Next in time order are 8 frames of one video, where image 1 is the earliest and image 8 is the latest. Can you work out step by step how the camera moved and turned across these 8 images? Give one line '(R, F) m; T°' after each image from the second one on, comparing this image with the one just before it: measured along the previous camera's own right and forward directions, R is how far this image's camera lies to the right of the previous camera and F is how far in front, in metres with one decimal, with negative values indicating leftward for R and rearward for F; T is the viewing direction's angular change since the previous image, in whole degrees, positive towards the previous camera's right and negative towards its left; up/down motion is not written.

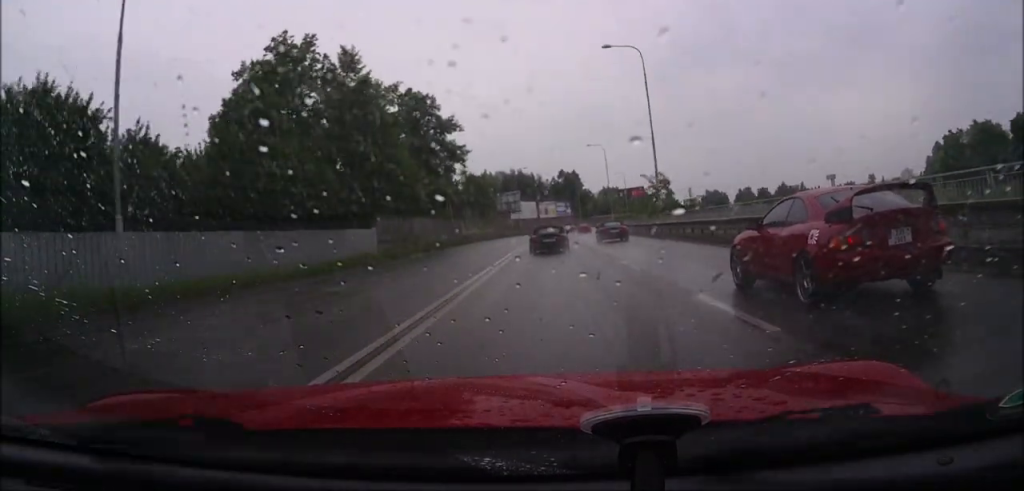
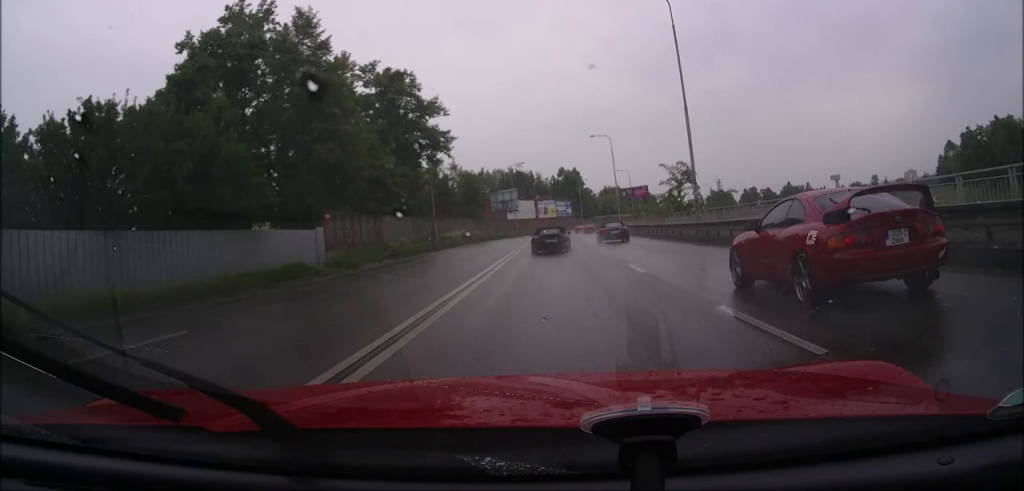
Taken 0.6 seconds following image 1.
(-0.3, +10.1) m; 0°
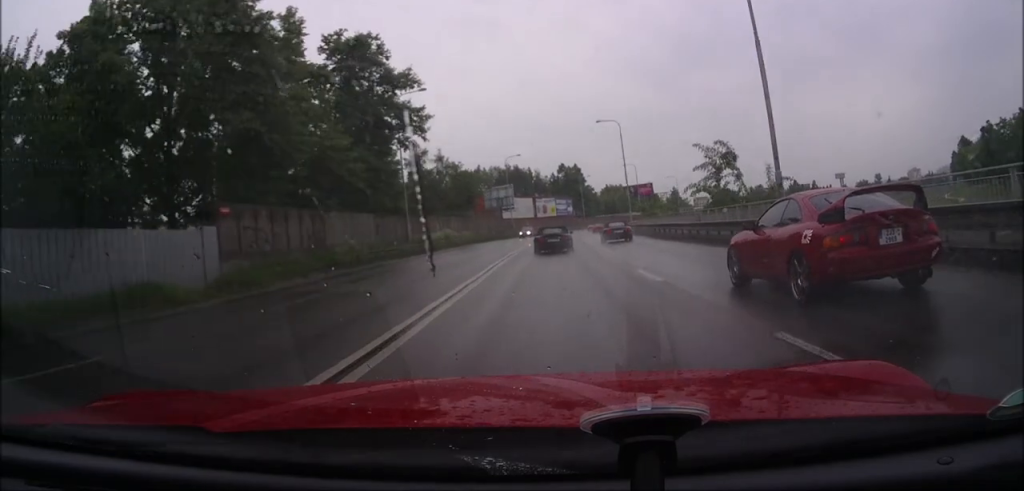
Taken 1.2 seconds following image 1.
(+0.2, +11.2) m; +1°
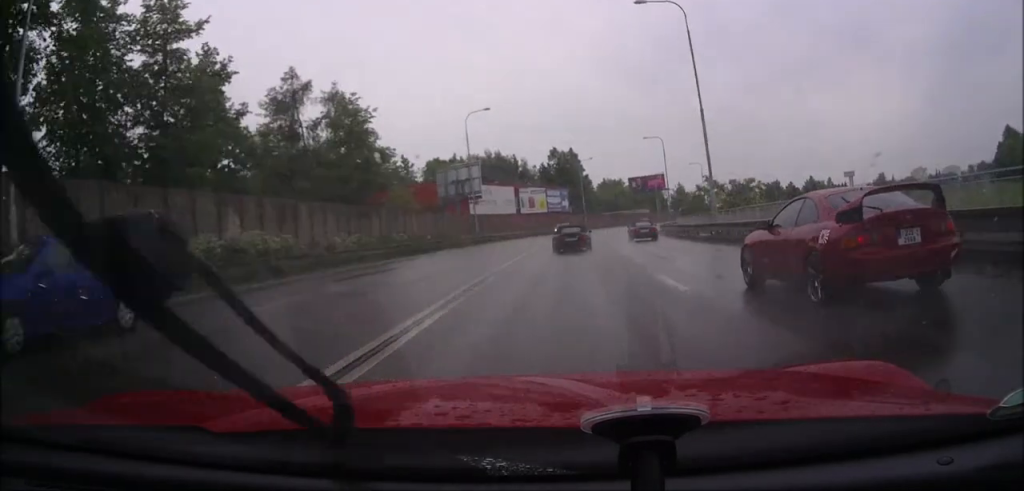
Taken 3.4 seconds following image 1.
(+0.3, +38.2) m; +1°
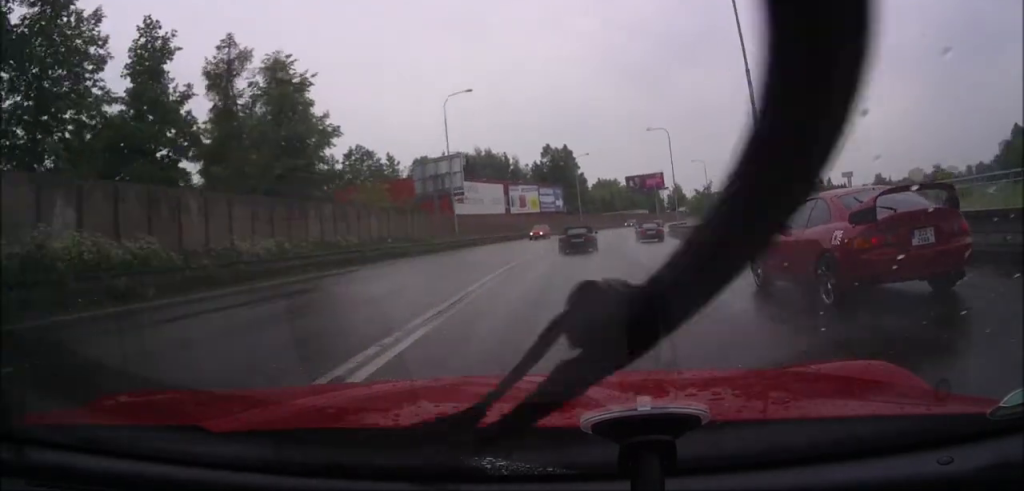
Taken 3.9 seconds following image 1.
(0.0, +8.7) m; 0°
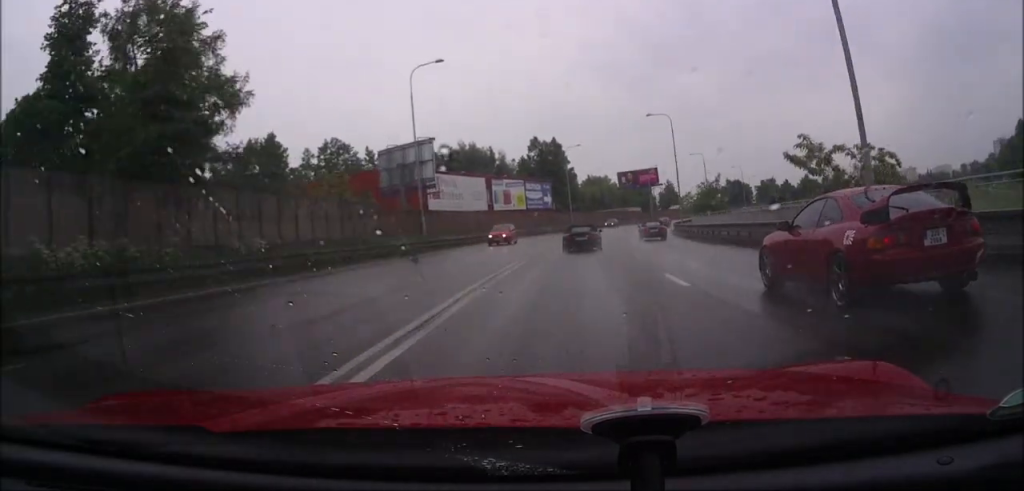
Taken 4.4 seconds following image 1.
(0.0, +8.7) m; 0°
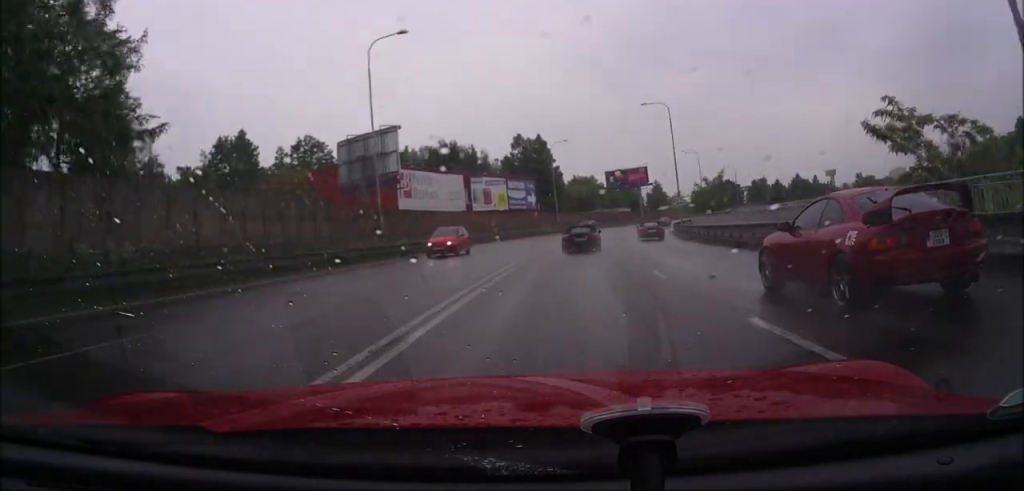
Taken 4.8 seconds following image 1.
(0.0, +7.0) m; +1°
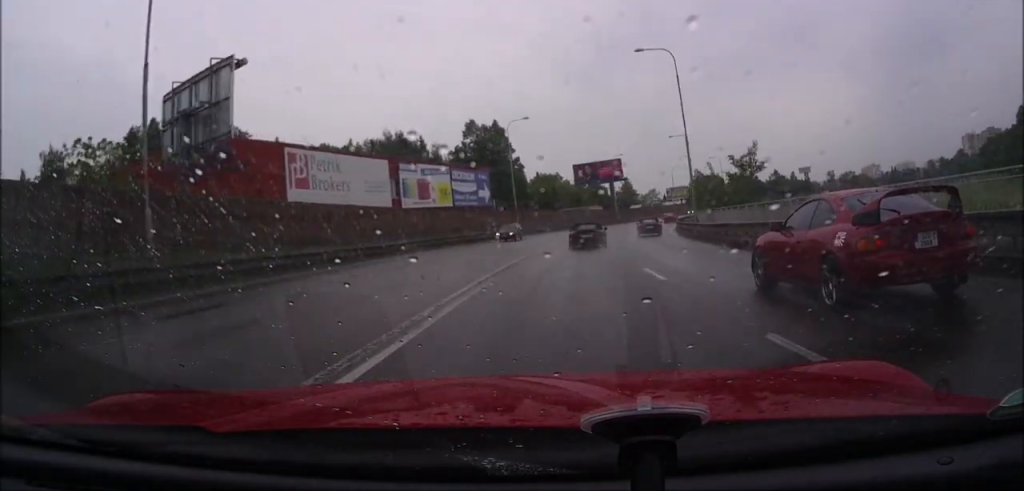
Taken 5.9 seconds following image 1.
(+0.4, +19.3) m; +3°
